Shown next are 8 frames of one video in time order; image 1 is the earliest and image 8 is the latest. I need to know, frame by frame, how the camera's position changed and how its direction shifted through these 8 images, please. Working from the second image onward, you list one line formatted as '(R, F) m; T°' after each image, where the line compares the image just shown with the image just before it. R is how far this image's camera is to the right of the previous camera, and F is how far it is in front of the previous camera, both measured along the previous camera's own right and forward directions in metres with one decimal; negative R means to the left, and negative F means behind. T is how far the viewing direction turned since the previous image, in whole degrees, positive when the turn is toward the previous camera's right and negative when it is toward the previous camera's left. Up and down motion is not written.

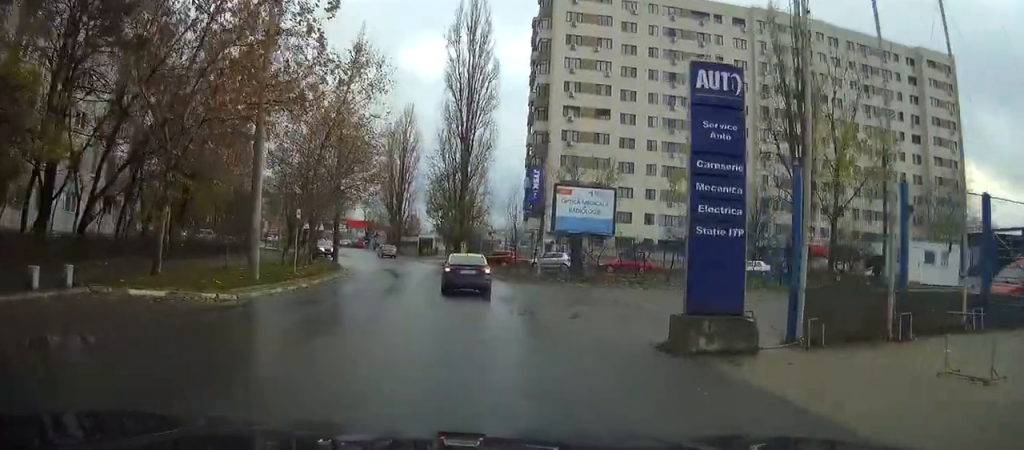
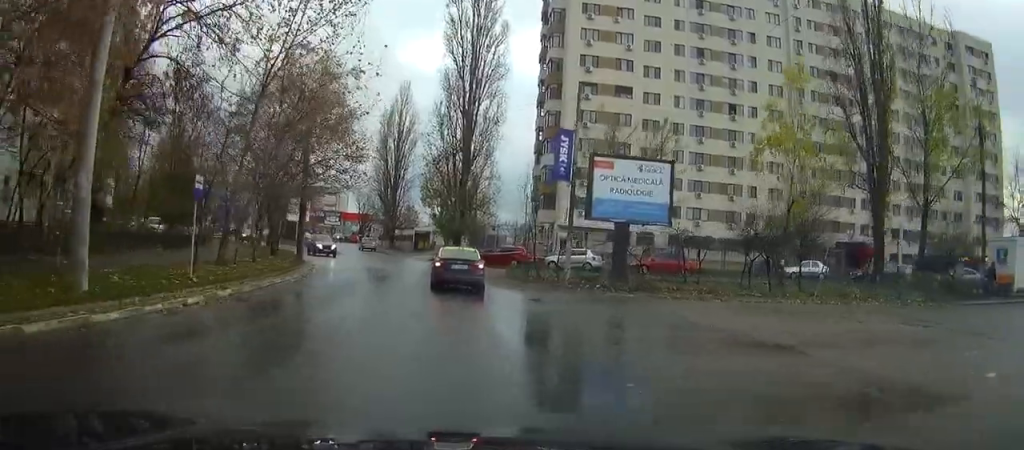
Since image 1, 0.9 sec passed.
(0.0, +11.1) m; 0°
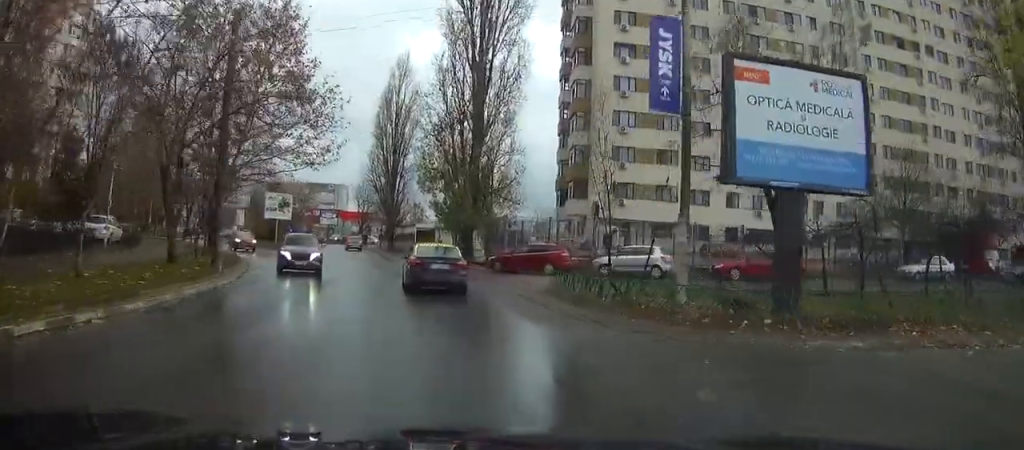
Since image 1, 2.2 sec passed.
(0.0, +15.2) m; -1°
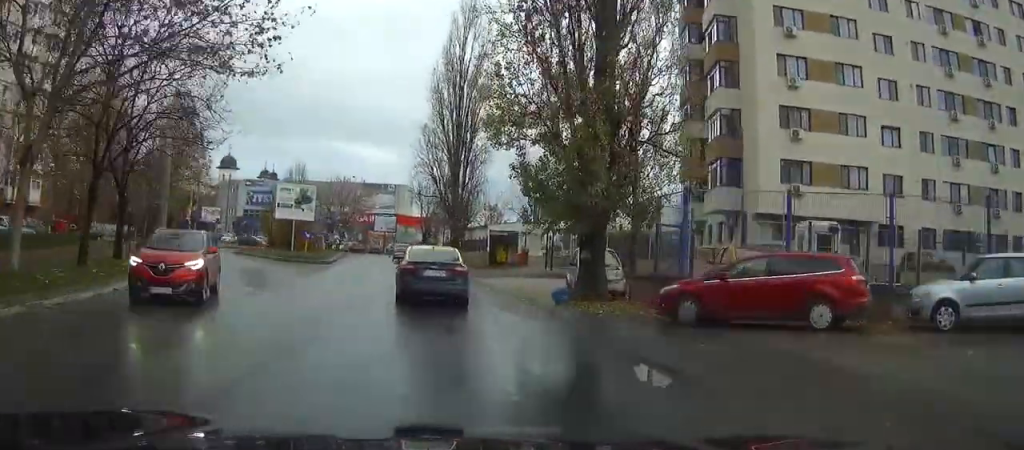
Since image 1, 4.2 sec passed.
(-0.9, +22.1) m; -5°
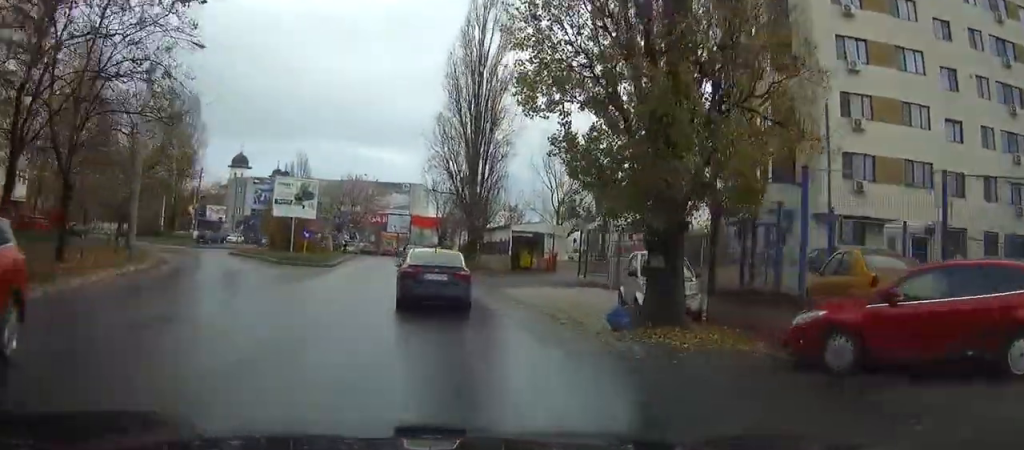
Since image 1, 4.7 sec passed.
(-0.1, +5.5) m; -1°
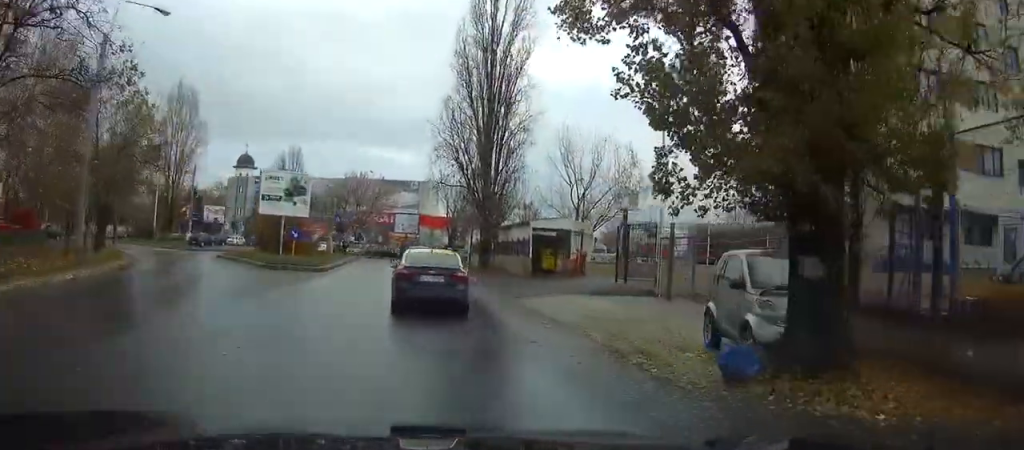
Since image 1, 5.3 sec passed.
(-0.1, +5.8) m; -1°
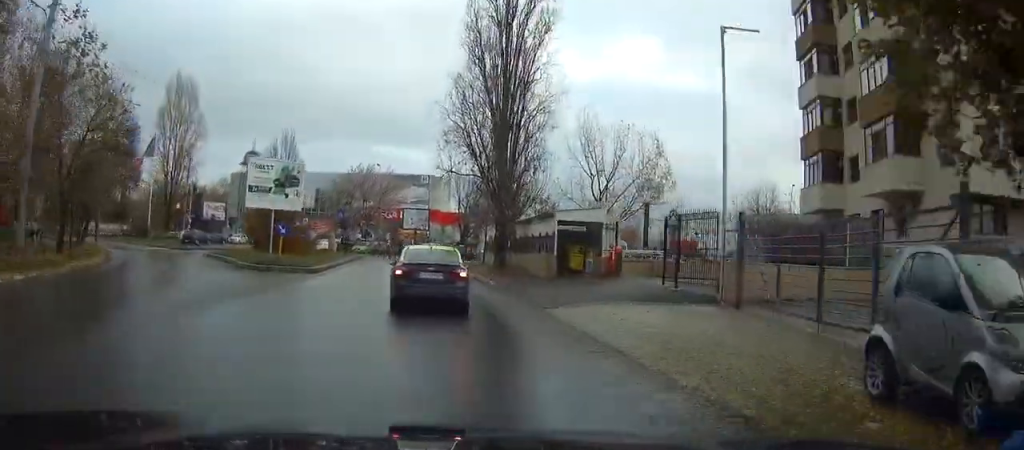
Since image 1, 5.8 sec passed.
(-0.1, +4.9) m; -1°
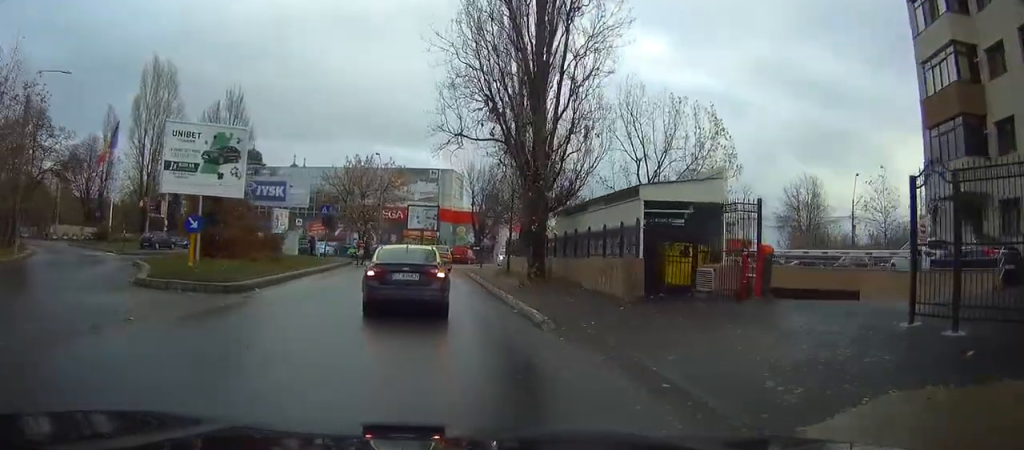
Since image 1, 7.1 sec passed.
(-0.1, +12.4) m; -1°
